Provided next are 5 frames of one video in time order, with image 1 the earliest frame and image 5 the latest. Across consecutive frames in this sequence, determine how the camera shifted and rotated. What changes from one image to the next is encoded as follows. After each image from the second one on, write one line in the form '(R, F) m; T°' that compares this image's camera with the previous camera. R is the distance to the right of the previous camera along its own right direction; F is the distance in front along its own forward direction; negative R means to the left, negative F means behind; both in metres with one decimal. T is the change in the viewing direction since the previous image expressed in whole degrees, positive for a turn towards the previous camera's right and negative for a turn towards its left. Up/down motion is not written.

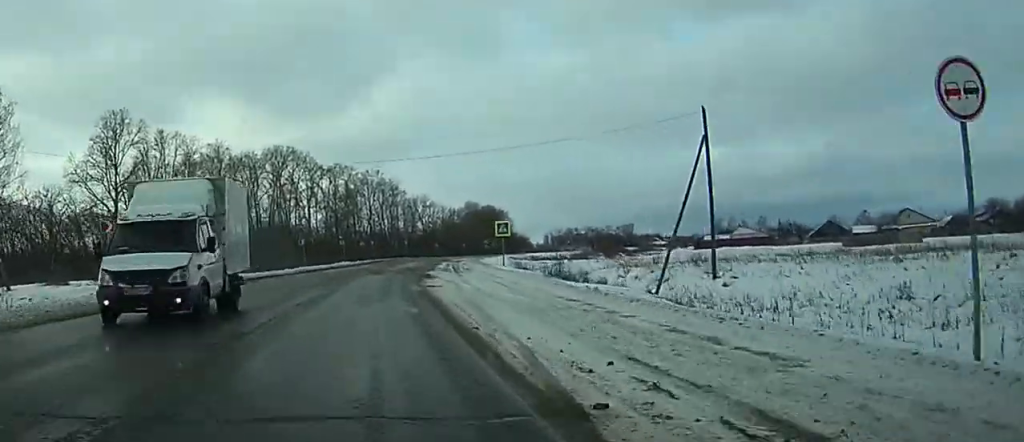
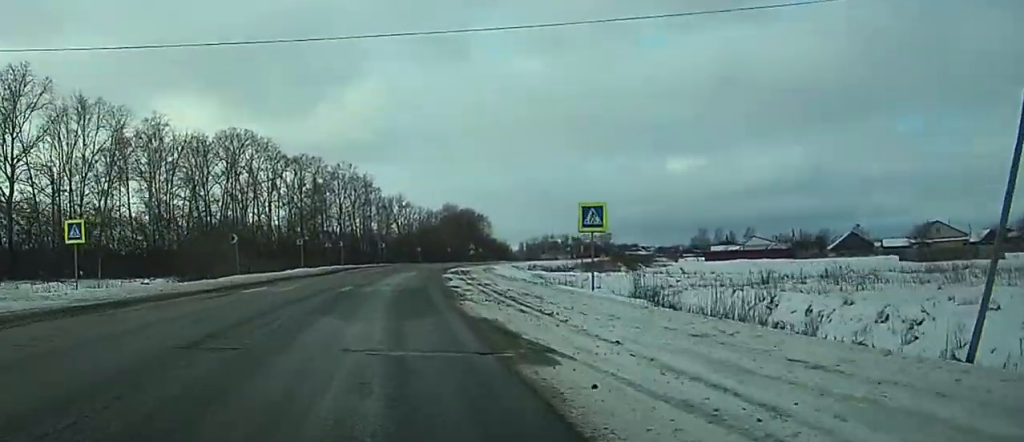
(+4.0, +26.5) m; +13°
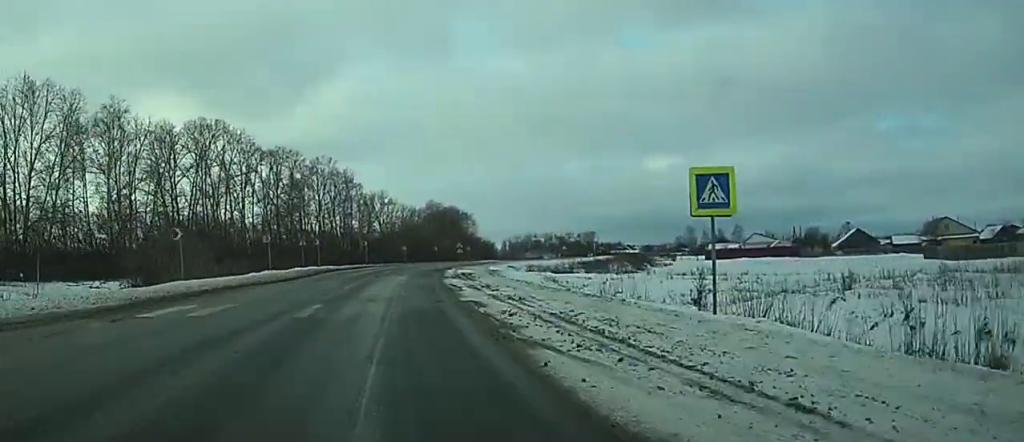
(+0.8, +11.2) m; +2°
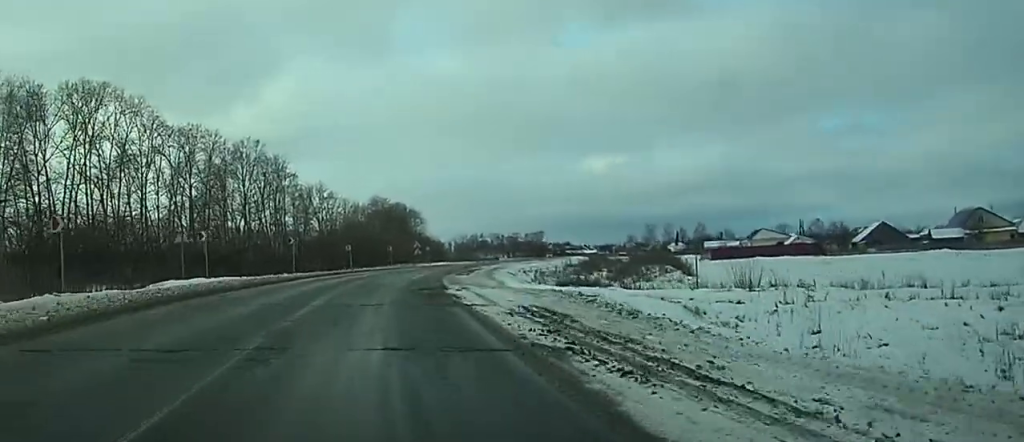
(+0.9, +33.0) m; +2°
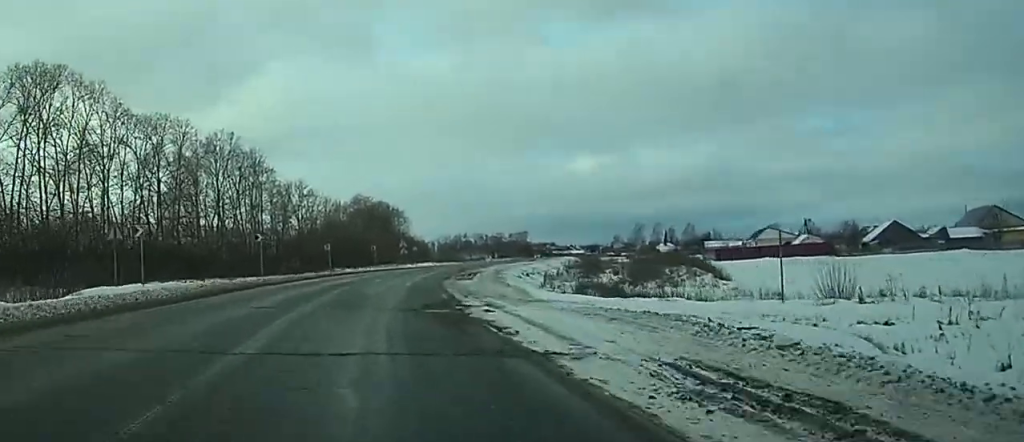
(0.0, +10.0) m; 0°
